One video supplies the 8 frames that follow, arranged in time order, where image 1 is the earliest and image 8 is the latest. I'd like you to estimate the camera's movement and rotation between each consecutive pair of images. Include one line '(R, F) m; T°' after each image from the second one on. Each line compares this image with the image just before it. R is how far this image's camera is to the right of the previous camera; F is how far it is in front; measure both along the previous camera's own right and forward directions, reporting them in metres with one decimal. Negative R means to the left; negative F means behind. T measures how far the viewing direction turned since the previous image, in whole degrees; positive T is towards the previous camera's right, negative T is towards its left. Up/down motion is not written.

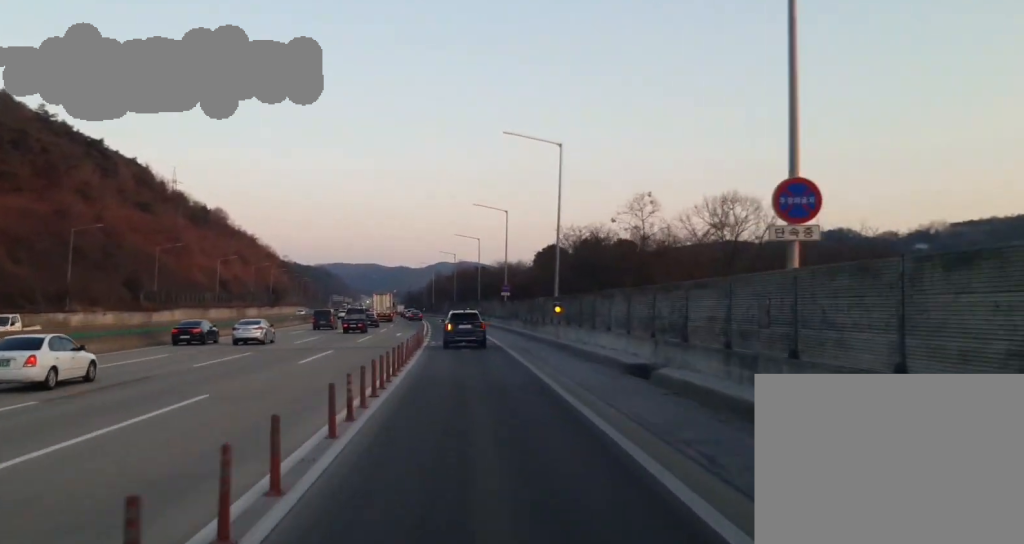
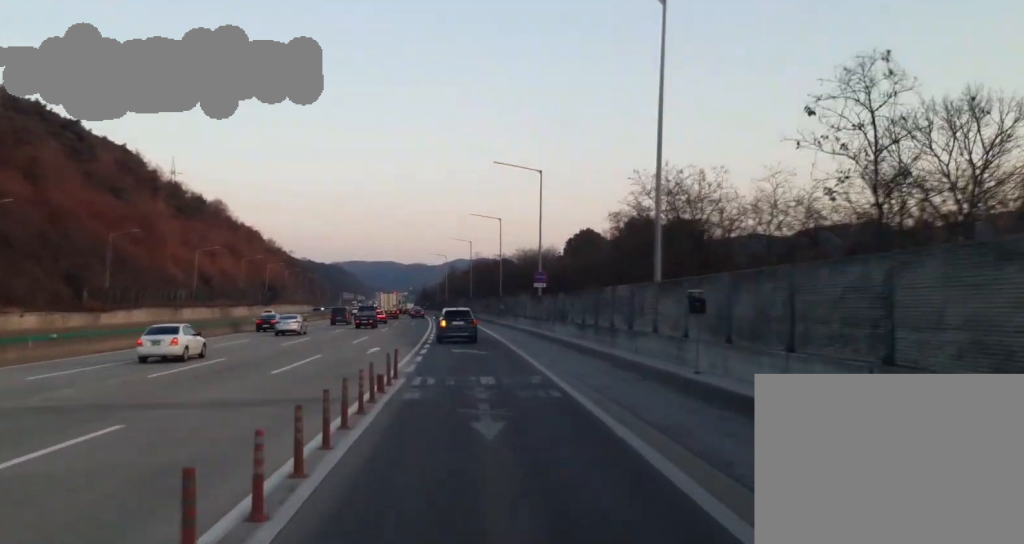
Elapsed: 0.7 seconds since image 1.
(-0.1, +27.3) m; -3°
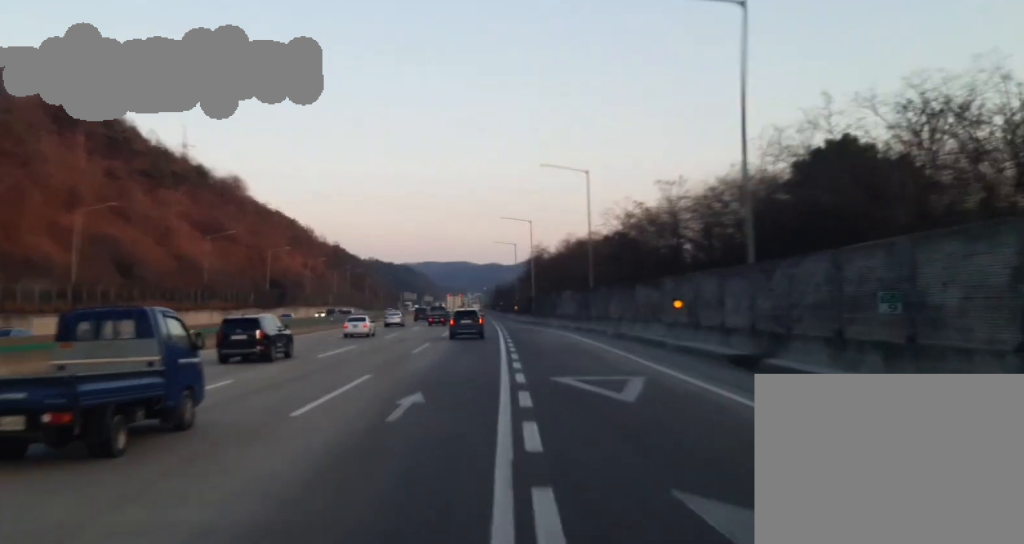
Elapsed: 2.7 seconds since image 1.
(-3.6, +77.7) m; -3°
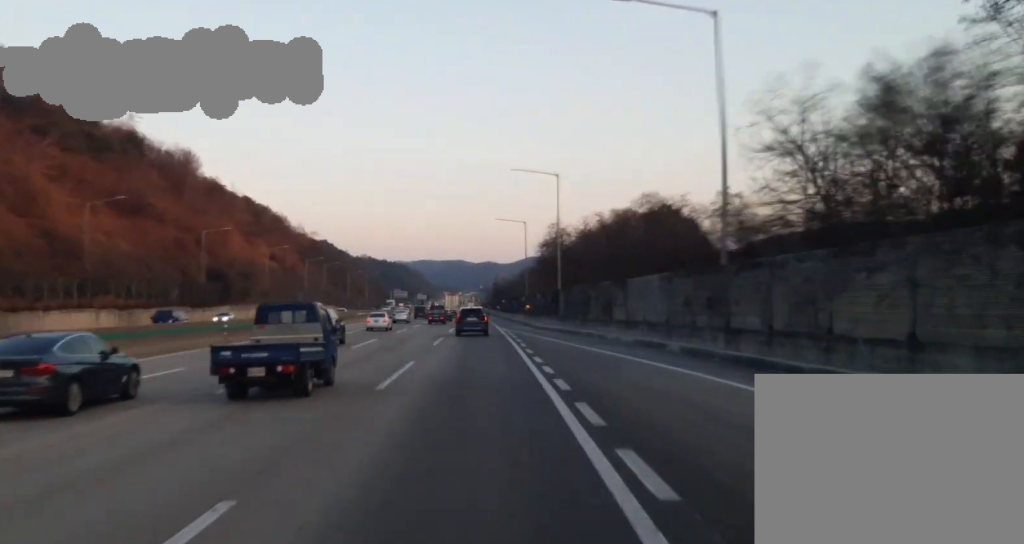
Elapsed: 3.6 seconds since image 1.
(0.0, +38.6) m; 0°
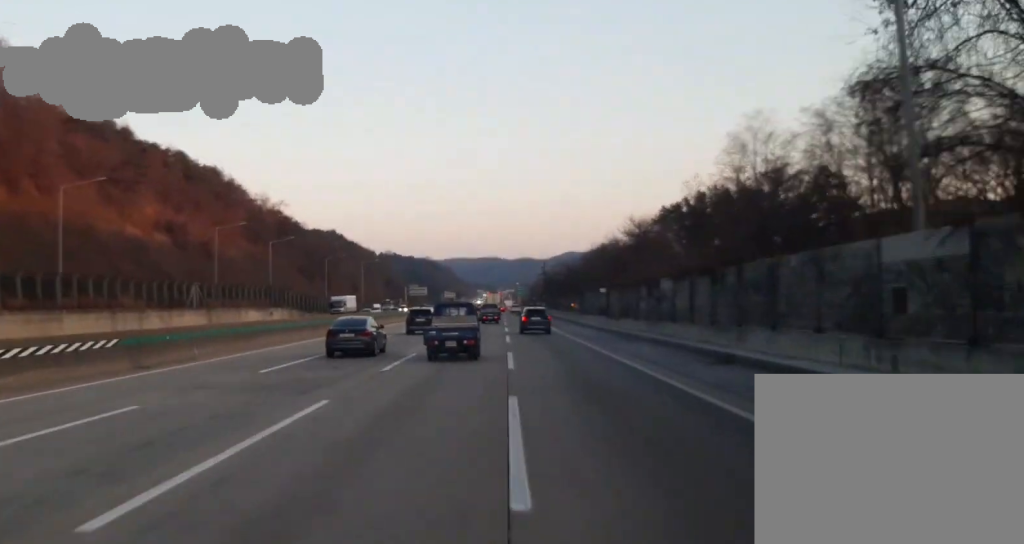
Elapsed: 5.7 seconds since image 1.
(0.0, +94.2) m; 0°
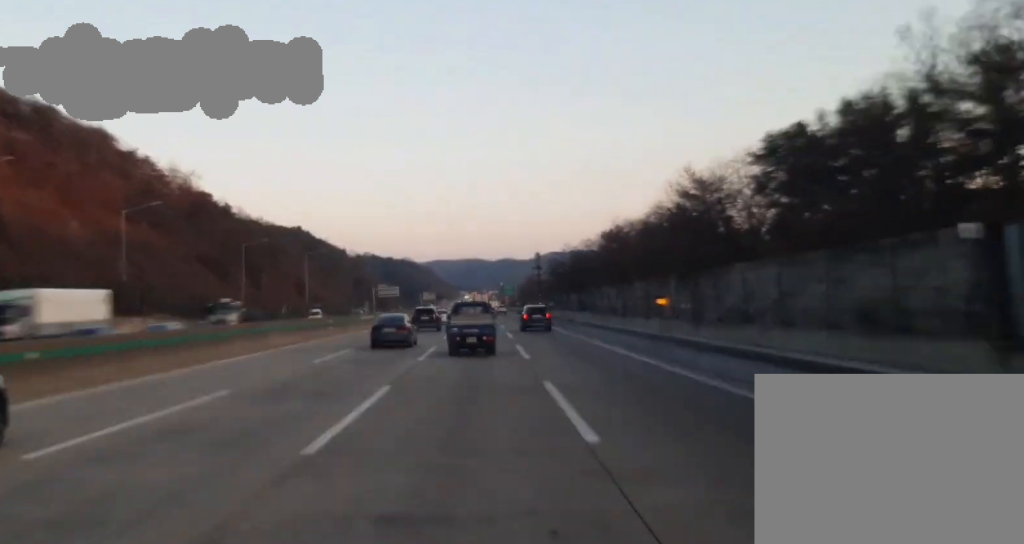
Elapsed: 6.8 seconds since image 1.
(0.0, +54.3) m; 0°
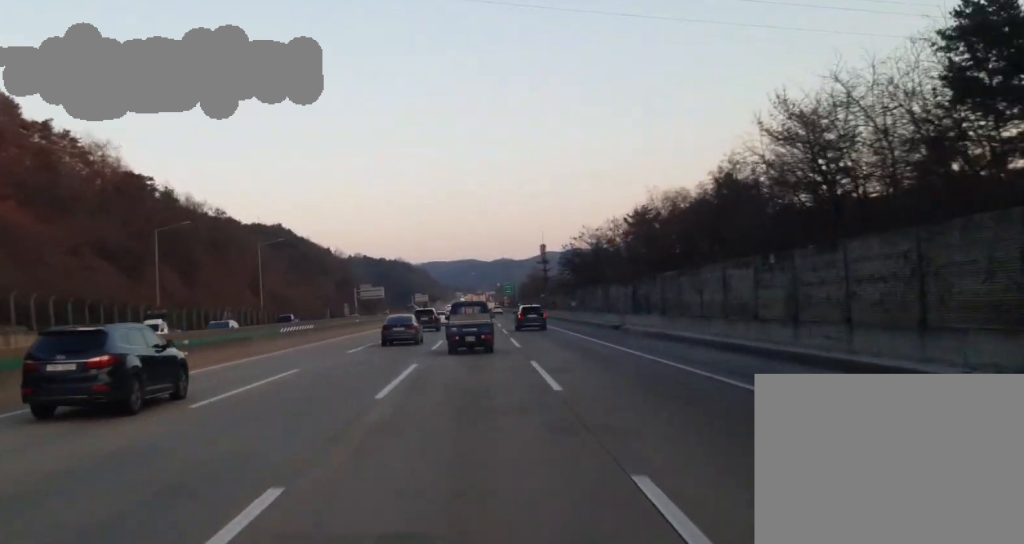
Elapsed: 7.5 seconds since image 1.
(0.0, +31.3) m; 0°
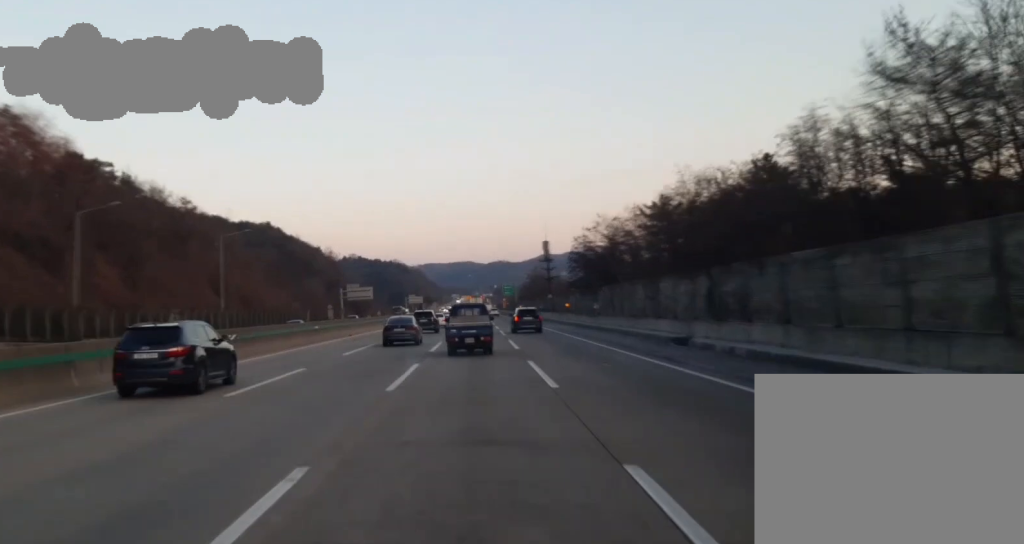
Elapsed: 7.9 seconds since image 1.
(0.0, +18.9) m; 0°
